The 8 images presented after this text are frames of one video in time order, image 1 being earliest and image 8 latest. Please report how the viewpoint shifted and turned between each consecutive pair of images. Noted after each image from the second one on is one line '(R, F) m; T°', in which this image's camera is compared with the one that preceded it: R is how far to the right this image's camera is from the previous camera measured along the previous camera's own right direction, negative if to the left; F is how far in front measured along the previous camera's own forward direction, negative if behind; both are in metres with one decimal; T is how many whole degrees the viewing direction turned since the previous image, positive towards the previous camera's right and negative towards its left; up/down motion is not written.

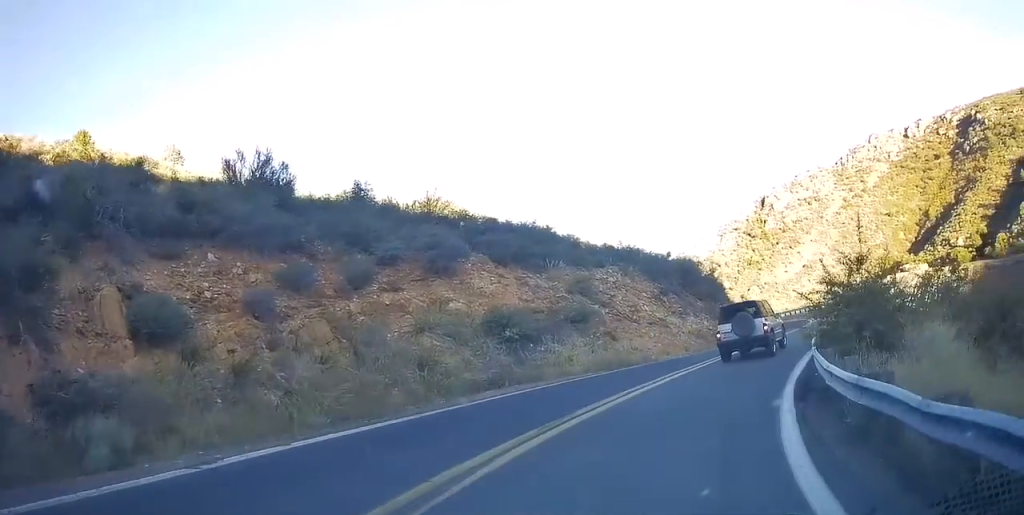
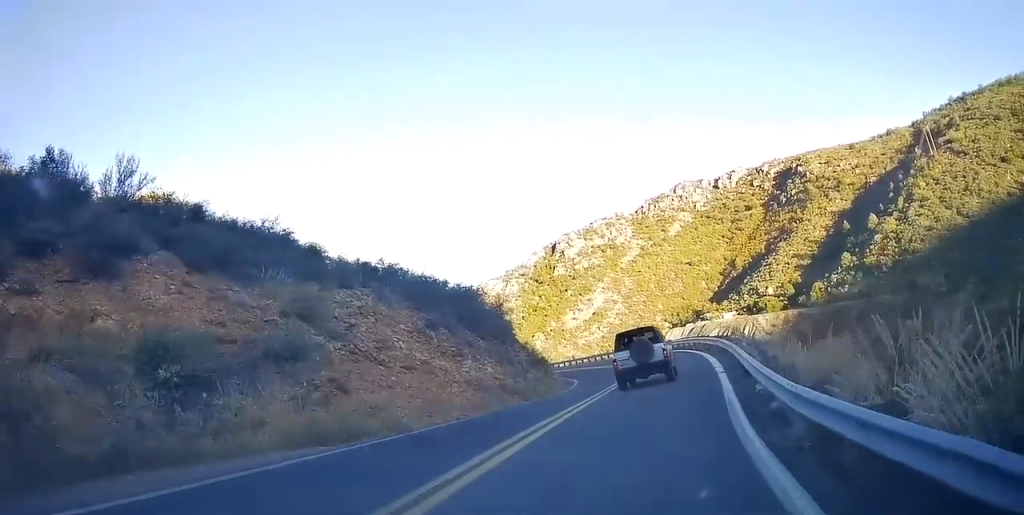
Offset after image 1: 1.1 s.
(+1.4, +9.3) m; +20°
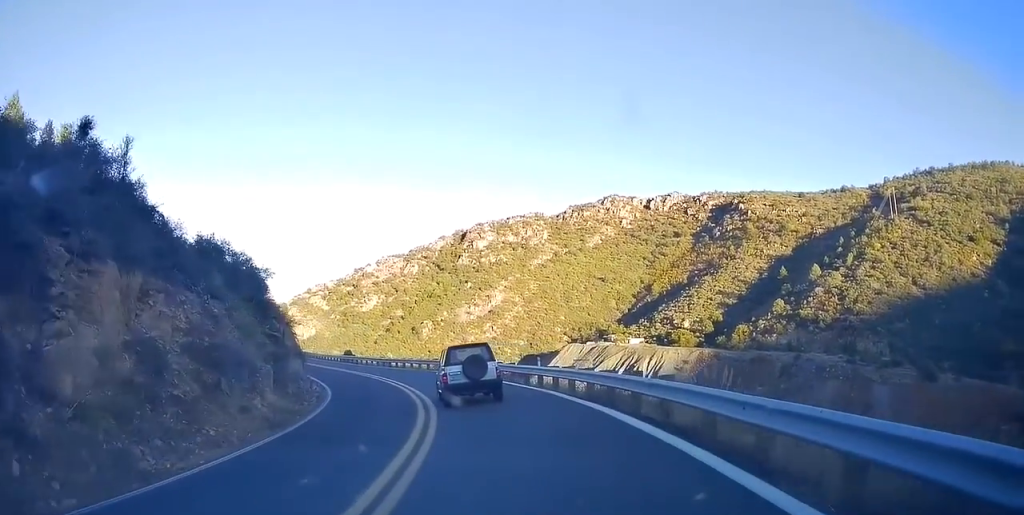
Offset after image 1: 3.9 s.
(+4.5, +28.3) m; +7°
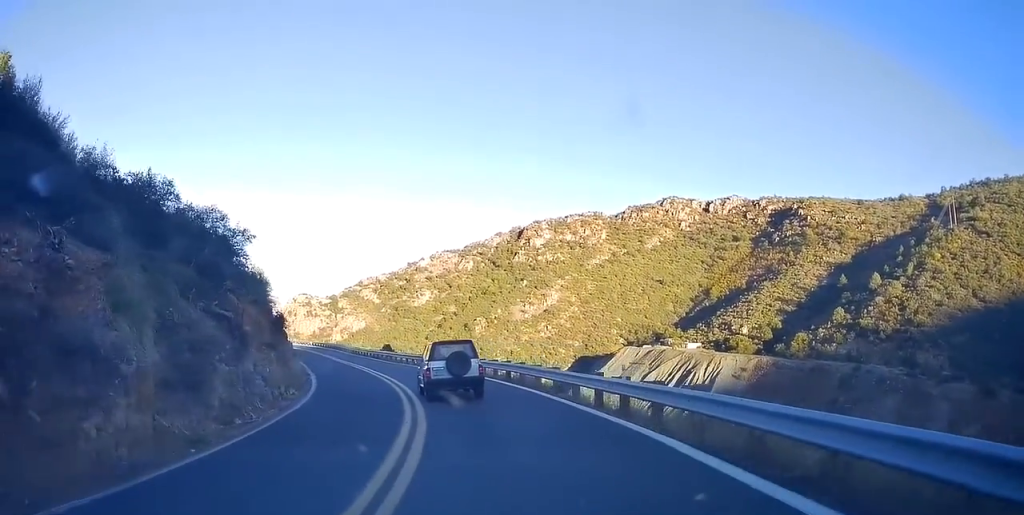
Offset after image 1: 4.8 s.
(+0.1, +9.1) m; -8°
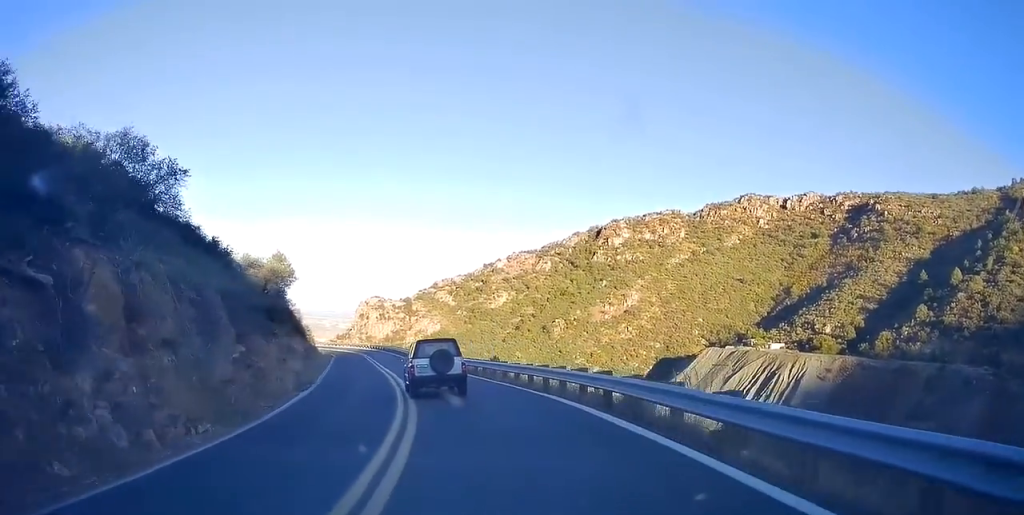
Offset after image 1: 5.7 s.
(-1.5, +10.4) m; -11°
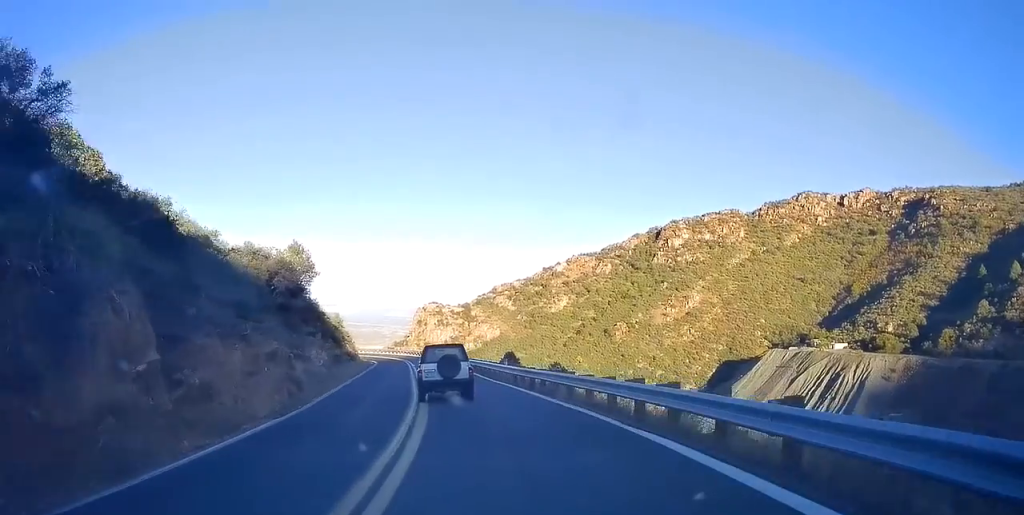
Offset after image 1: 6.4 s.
(-0.3, +7.1) m; -3°
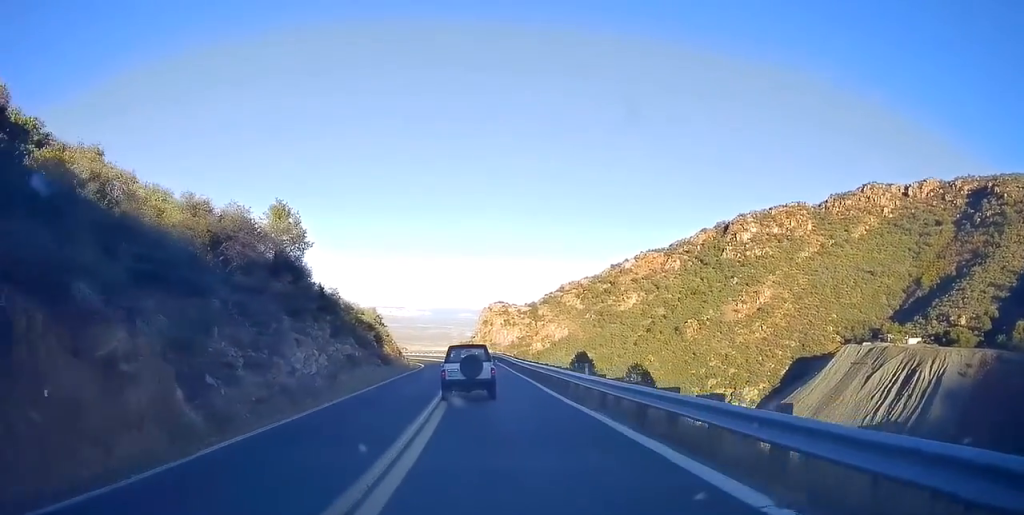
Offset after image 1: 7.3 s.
(-0.3, +11.0) m; -4°
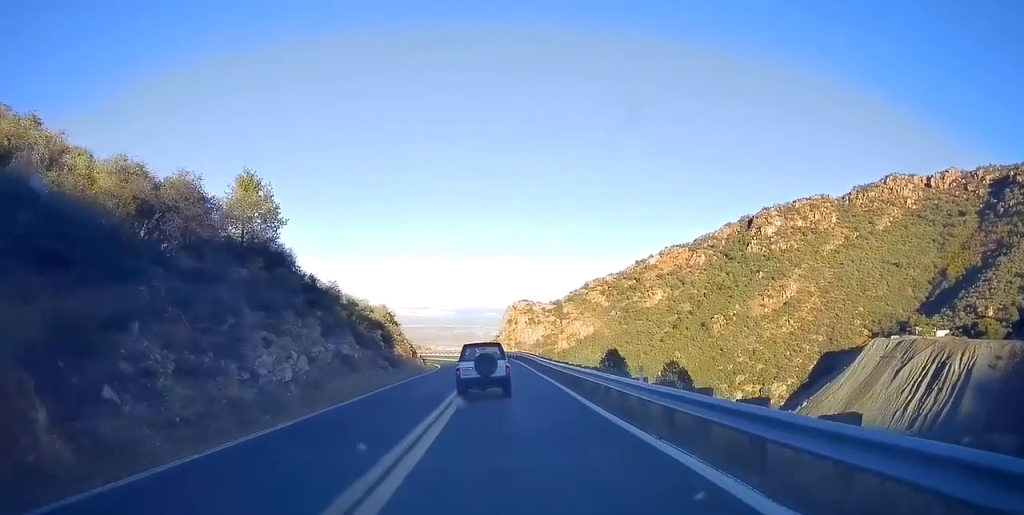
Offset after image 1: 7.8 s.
(+0.1, +5.0) m; -2°
